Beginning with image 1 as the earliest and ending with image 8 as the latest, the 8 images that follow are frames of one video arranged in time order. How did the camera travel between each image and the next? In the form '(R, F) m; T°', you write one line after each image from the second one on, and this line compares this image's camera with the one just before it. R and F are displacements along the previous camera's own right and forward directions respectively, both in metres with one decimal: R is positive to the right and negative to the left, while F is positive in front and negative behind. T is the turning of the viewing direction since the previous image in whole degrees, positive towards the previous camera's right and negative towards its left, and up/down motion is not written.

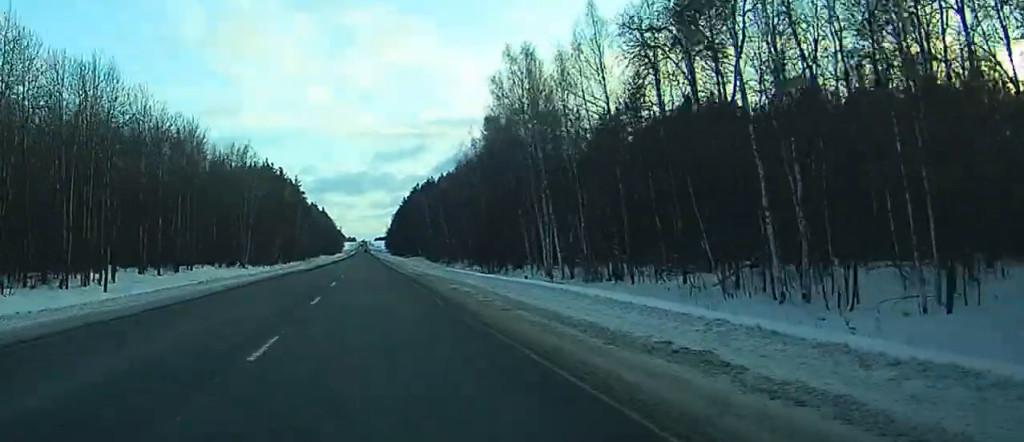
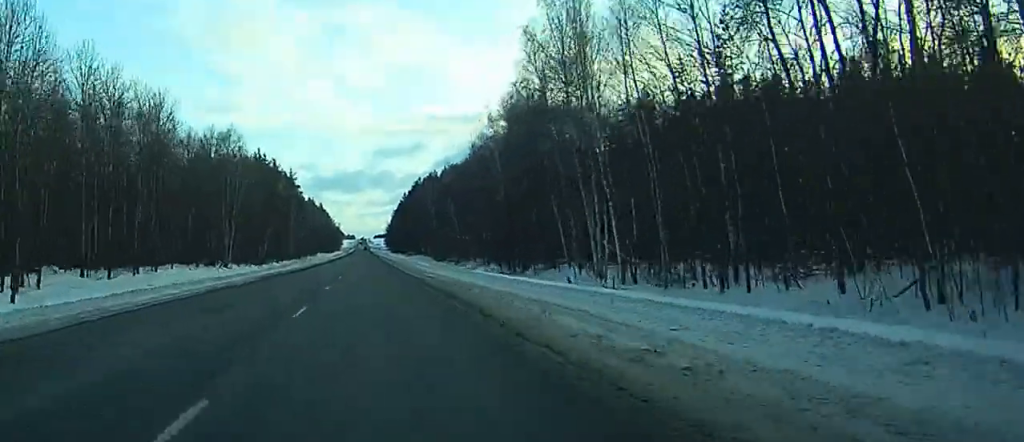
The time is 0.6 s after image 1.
(+1.5, +18.5) m; -3°
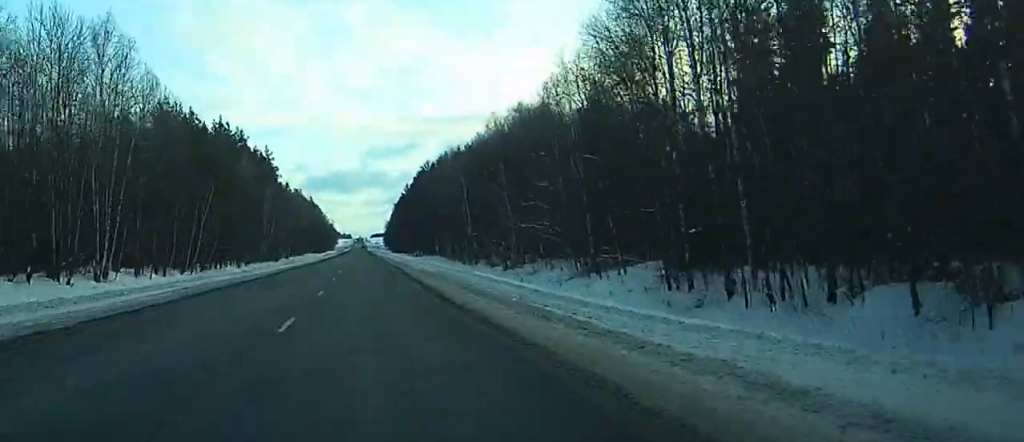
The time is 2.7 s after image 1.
(-3.6, +62.6) m; +1°
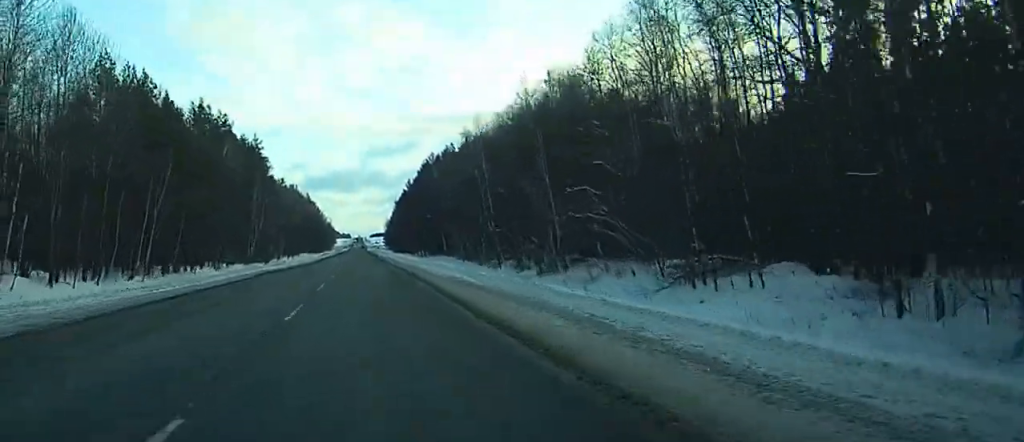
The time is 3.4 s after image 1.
(+0.2, +22.8) m; 0°
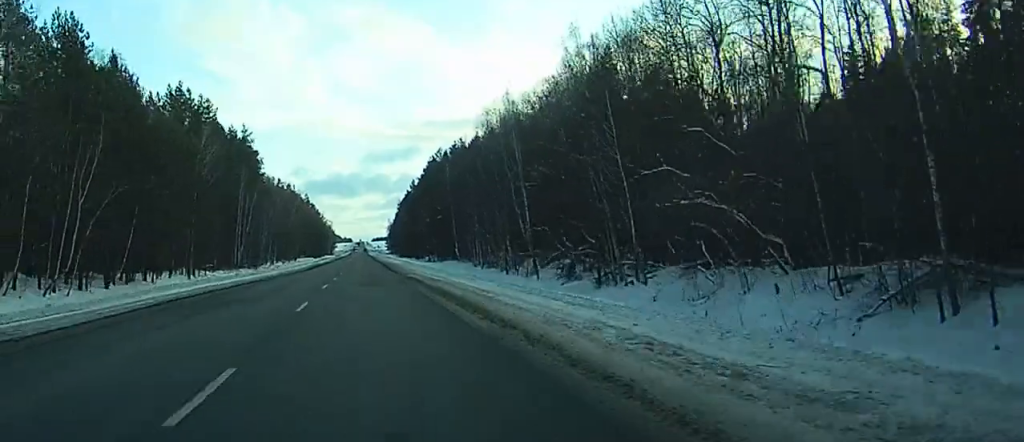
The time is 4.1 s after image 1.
(-0.1, +22.2) m; 0°
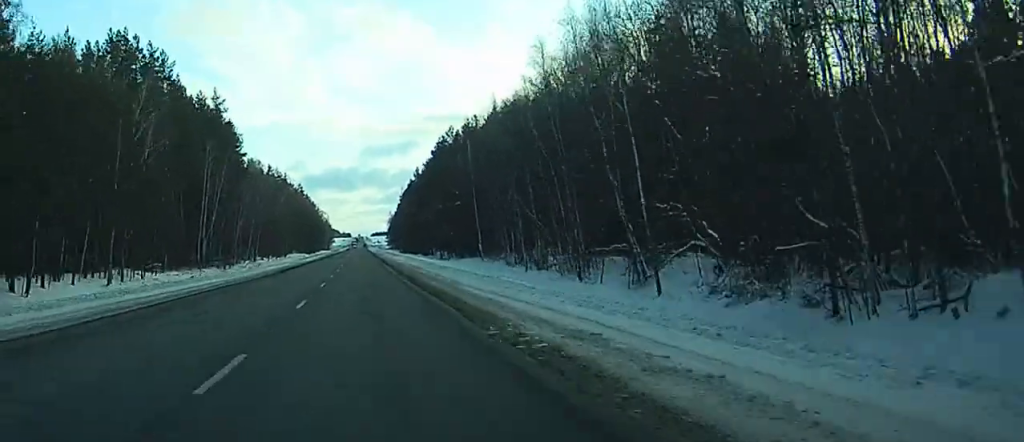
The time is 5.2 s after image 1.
(-0.1, +36.5) m; 0°
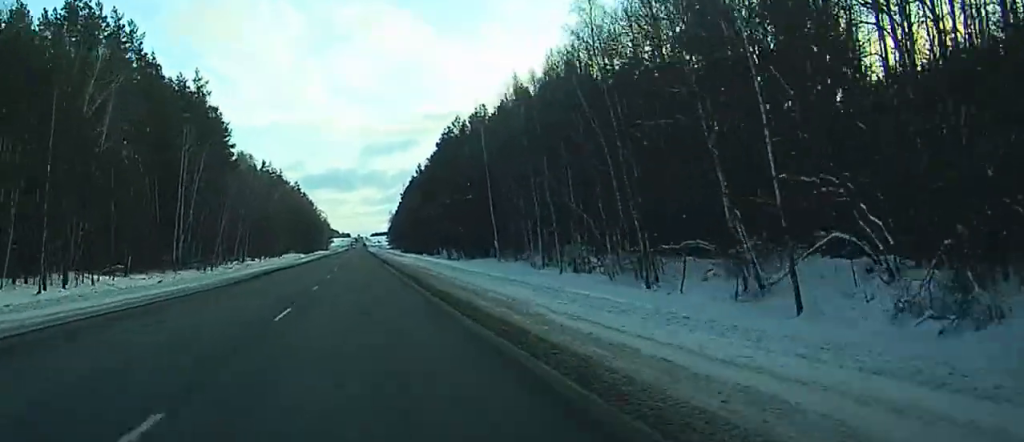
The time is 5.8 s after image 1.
(0.0, +17.2) m; 0°
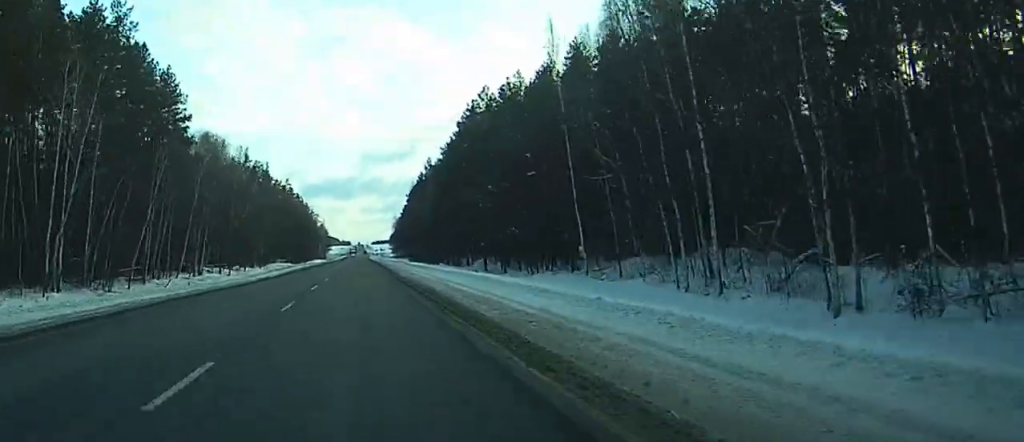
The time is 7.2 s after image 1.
(-0.1, +44.8) m; 0°
